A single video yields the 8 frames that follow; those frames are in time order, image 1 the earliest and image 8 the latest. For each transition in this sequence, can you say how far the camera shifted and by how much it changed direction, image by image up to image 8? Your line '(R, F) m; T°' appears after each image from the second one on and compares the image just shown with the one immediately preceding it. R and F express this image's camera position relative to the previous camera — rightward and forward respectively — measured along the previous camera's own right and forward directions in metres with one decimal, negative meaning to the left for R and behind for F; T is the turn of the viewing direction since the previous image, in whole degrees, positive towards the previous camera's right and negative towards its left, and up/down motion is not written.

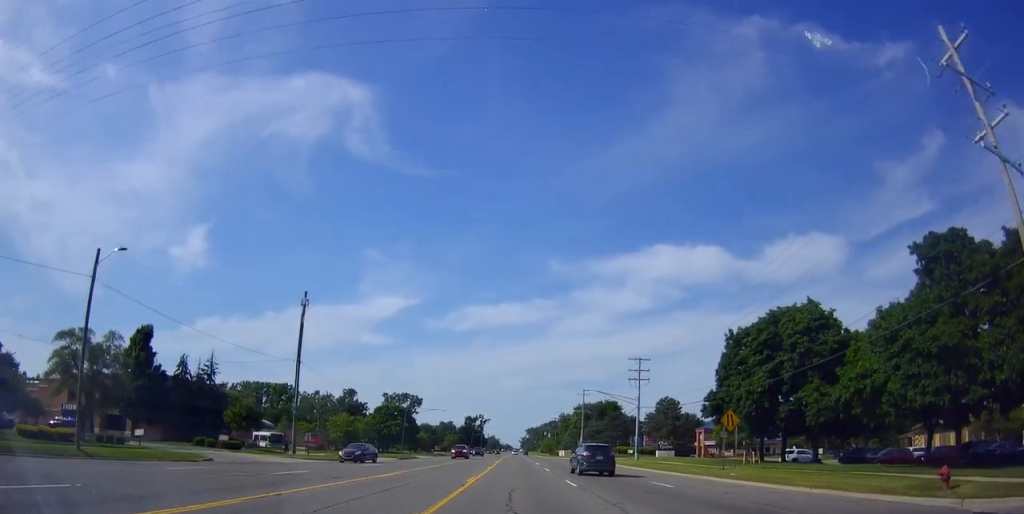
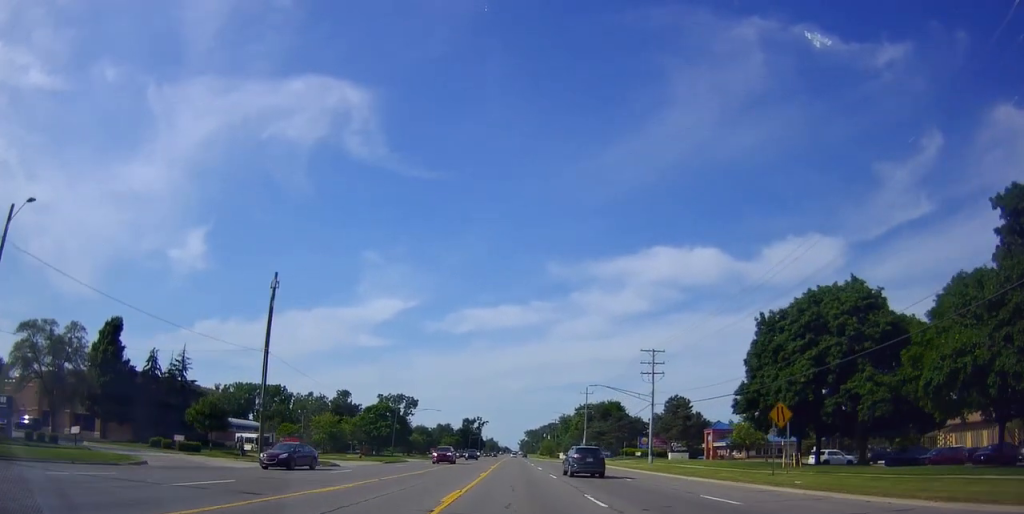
(-0.1, +6.6) m; 0°
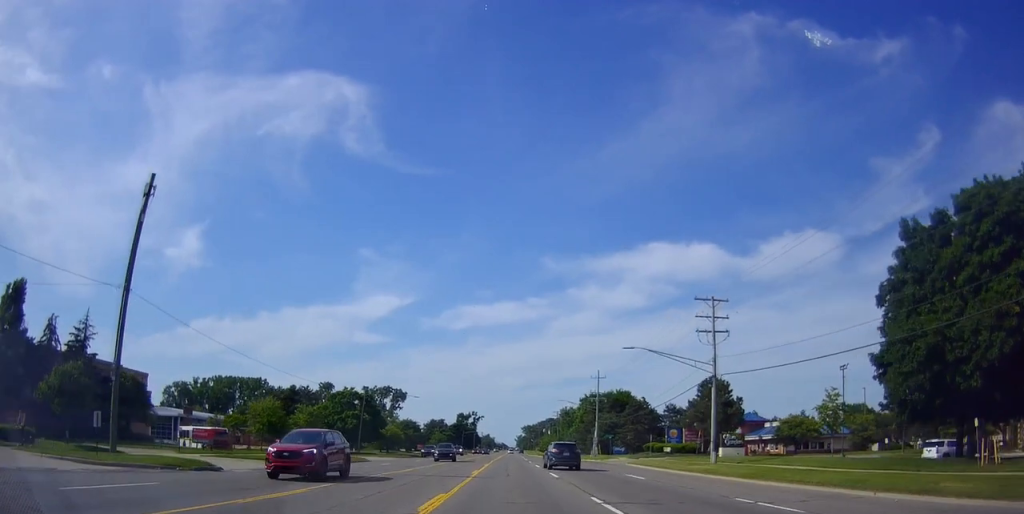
(-0.3, +17.8) m; -1°
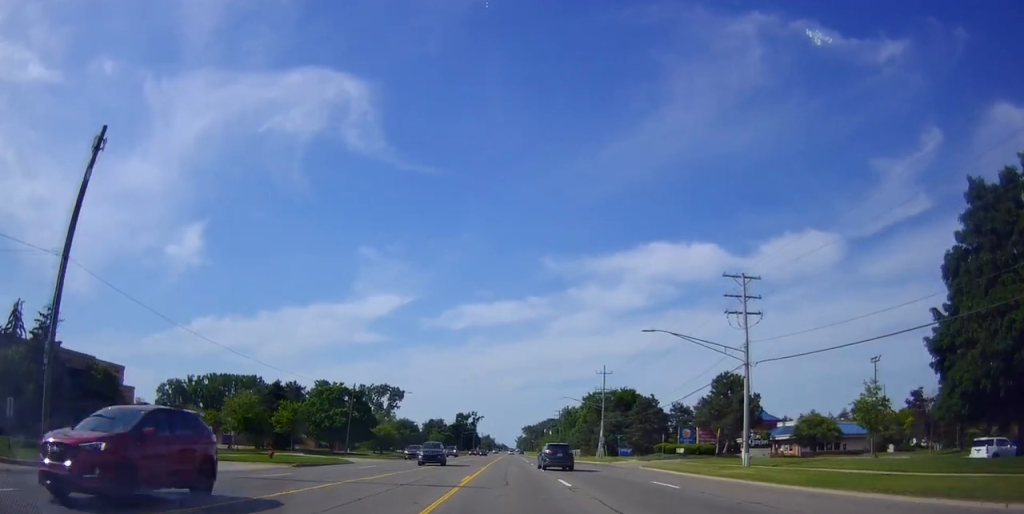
(-0.3, +5.2) m; 0°
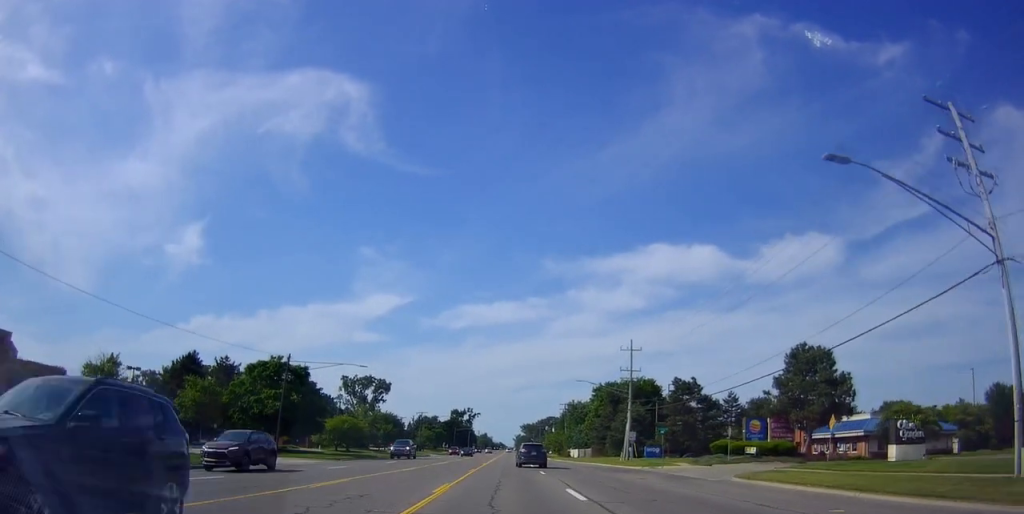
(+0.6, +20.1) m; +1°
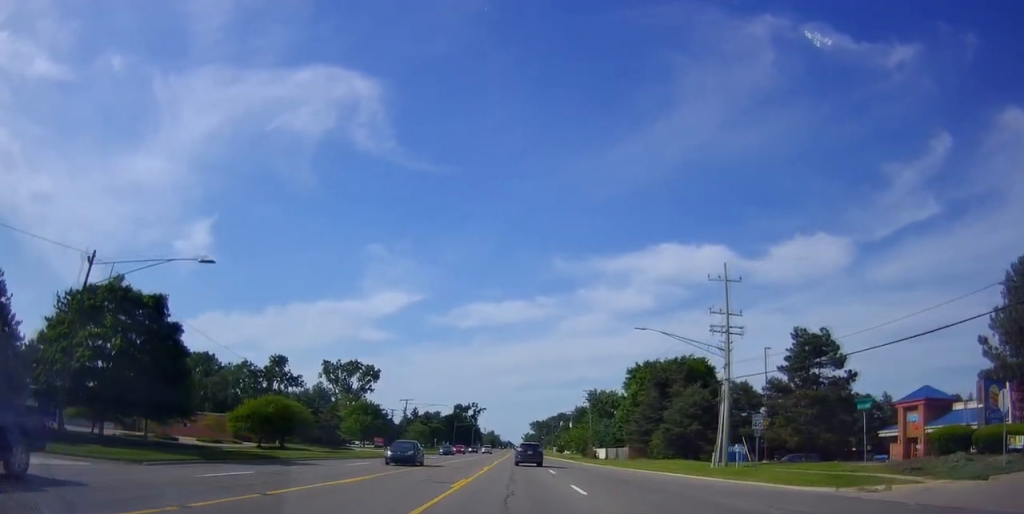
(+0.3, +27.0) m; +1°
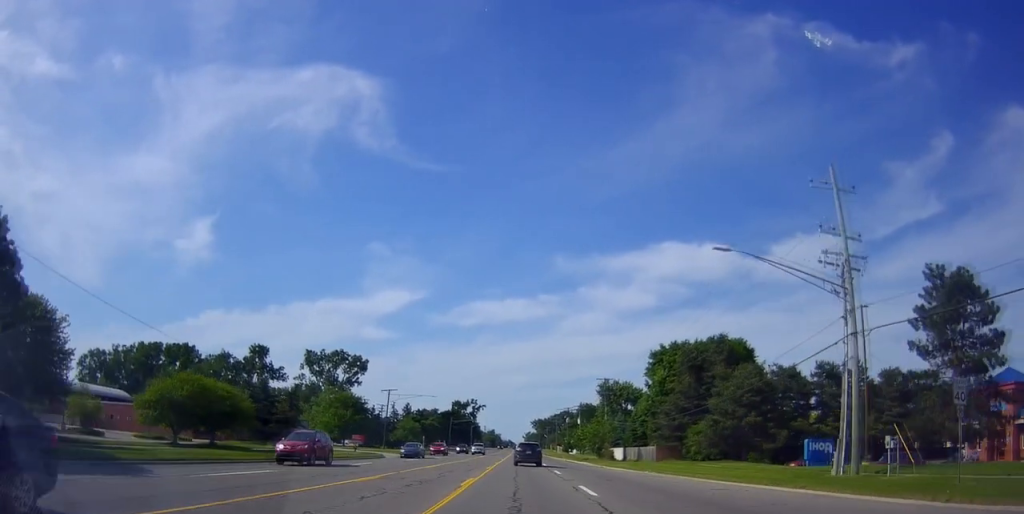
(-0.4, +14.8) m; -2°
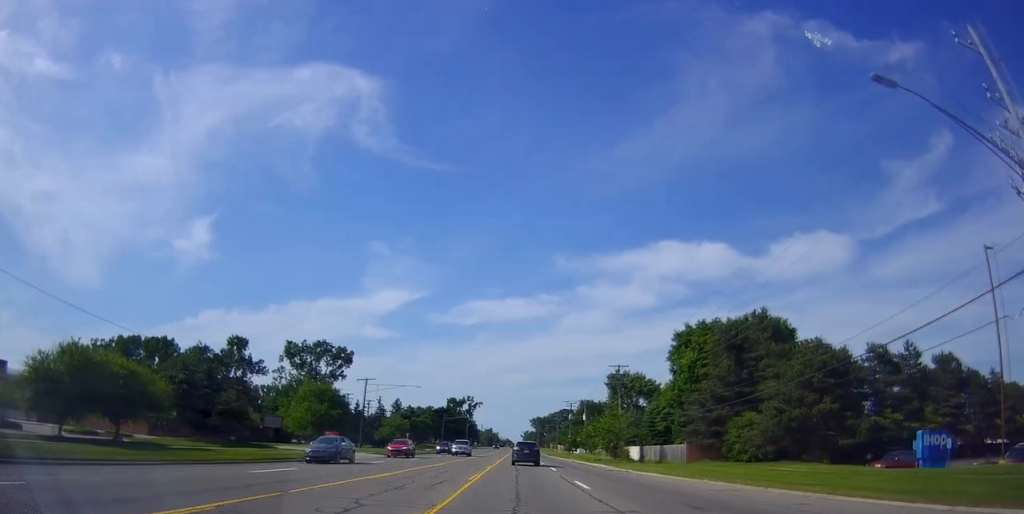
(0.0, +12.6) m; +1°
